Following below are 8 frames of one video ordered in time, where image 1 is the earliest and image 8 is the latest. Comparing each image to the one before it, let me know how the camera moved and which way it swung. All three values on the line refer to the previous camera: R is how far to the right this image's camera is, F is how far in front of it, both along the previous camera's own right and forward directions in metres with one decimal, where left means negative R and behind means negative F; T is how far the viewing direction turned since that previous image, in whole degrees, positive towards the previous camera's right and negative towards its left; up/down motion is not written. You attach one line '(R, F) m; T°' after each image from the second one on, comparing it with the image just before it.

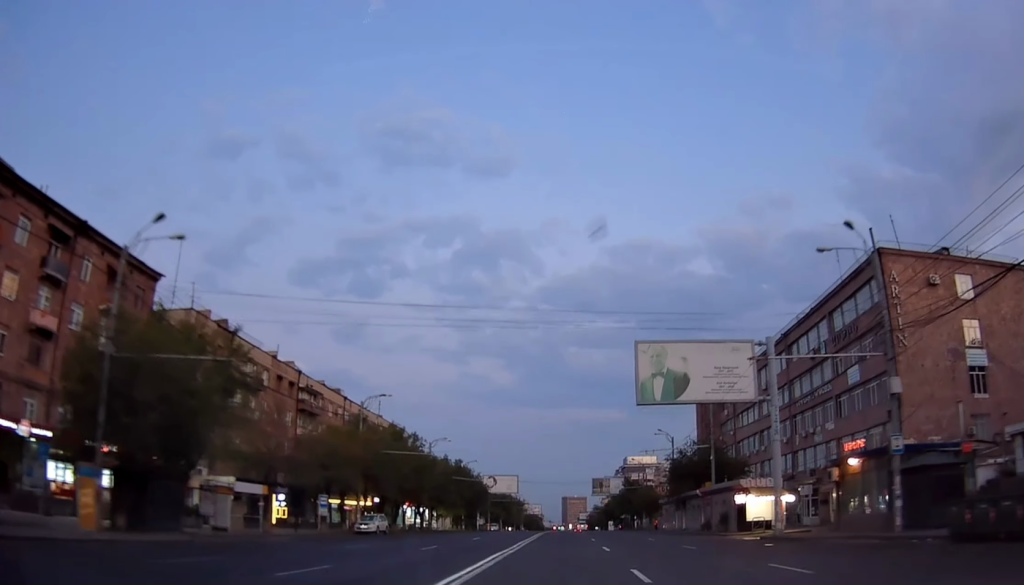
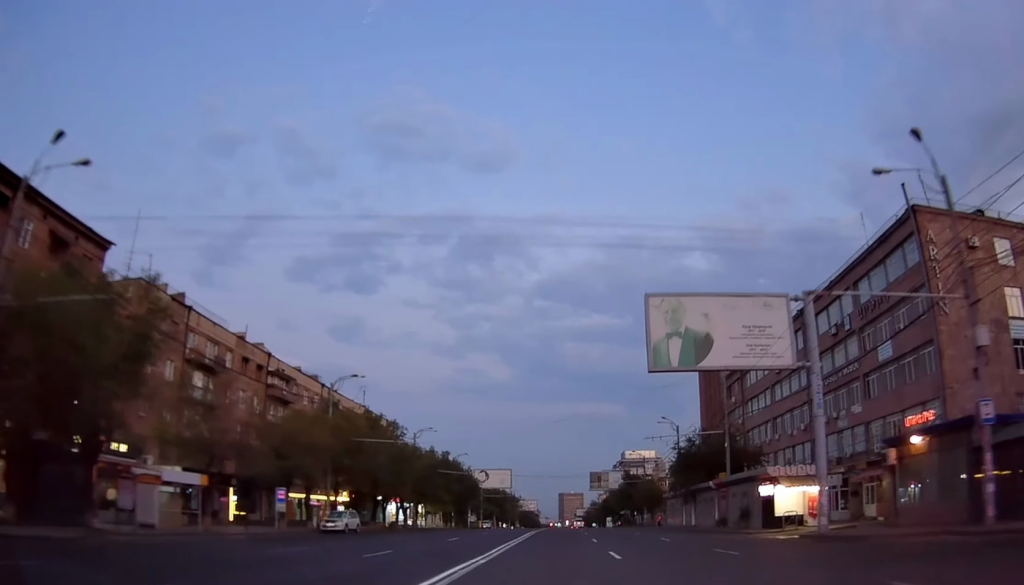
(+0.1, +6.8) m; 0°
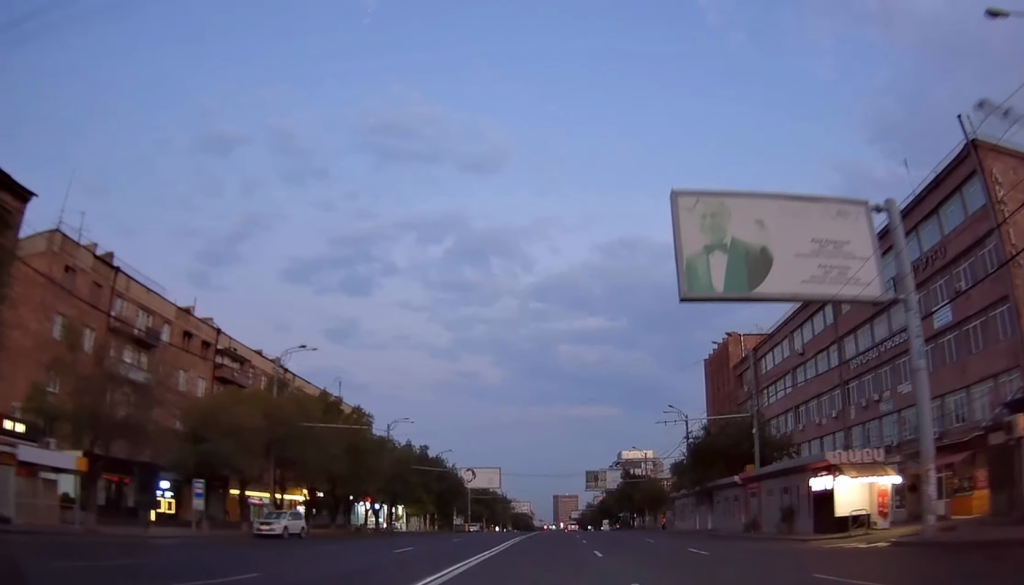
(+0.3, +9.5) m; 0°
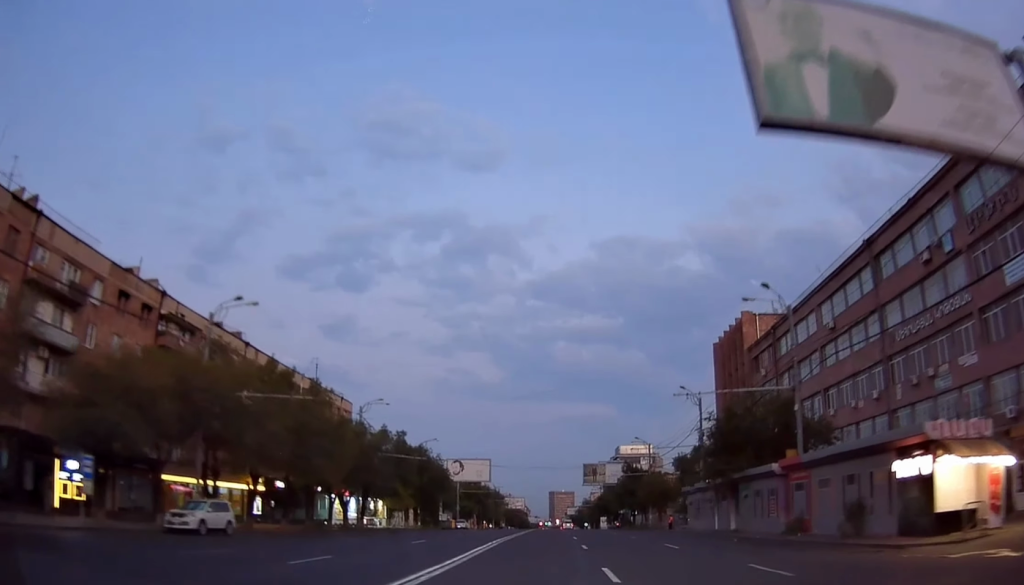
(-0.1, +8.6) m; 0°
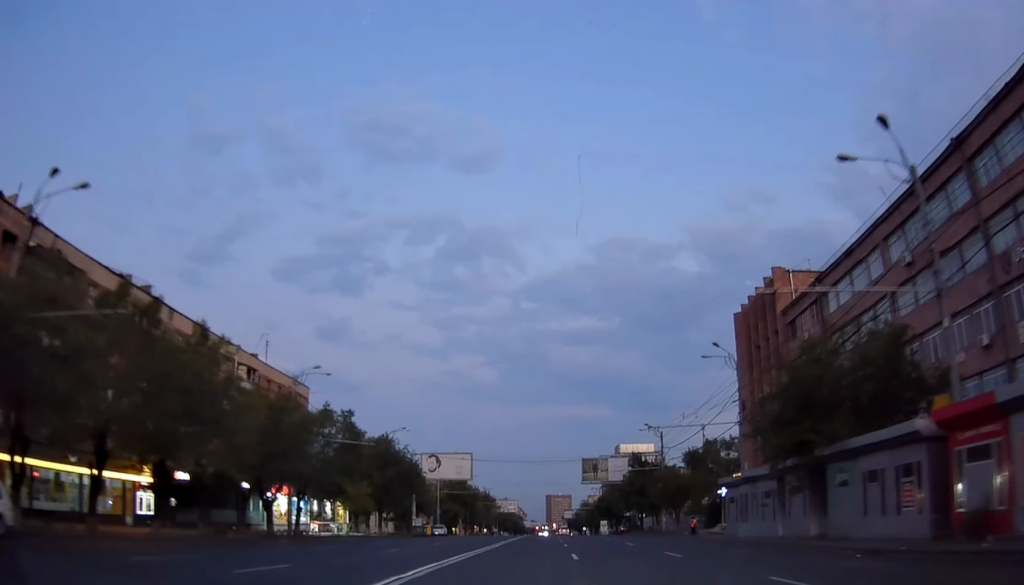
(-0.2, +15.4) m; +1°
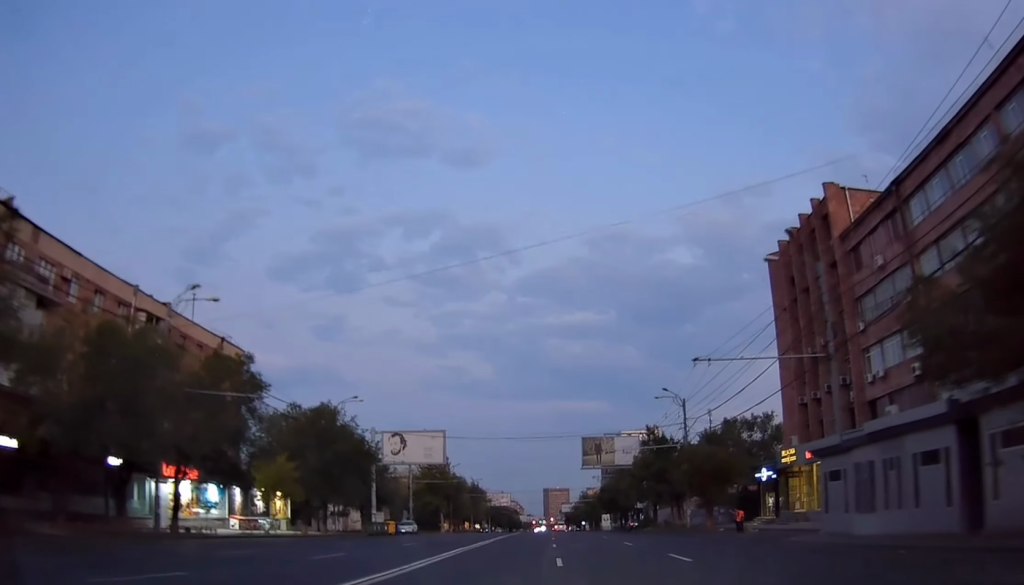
(+0.4, +16.6) m; +1°
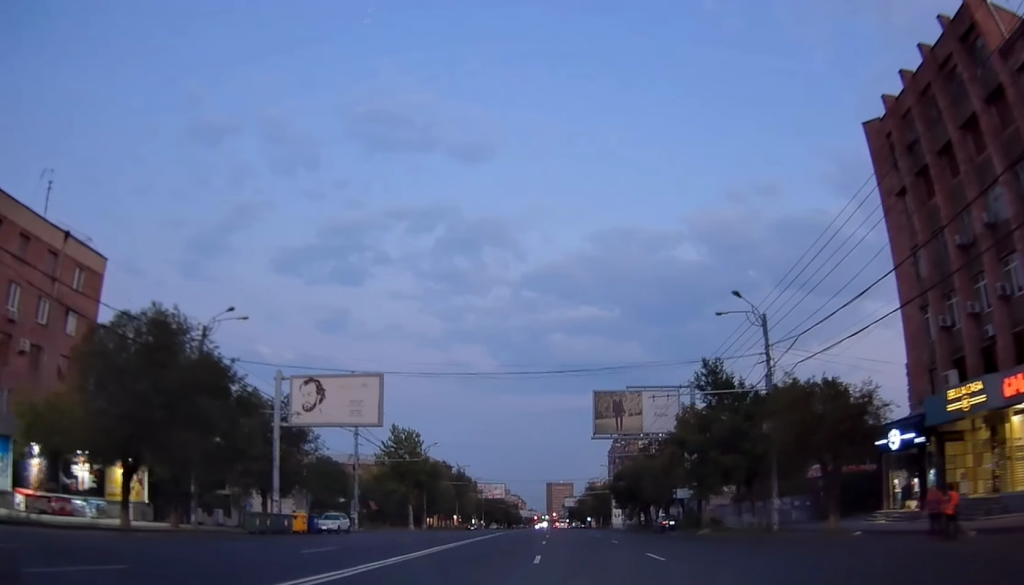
(-0.6, +24.2) m; -3°
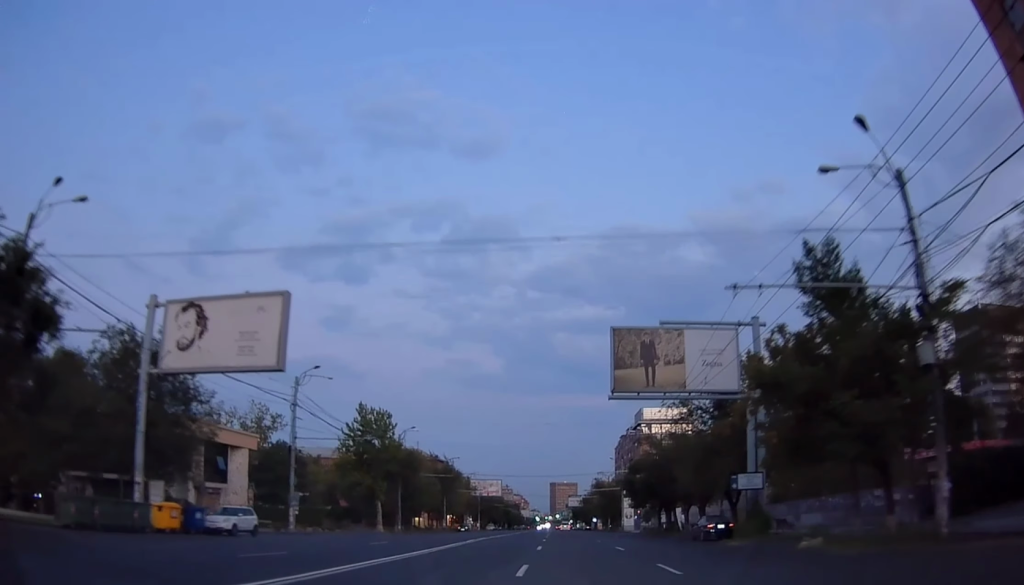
(-0.1, +16.1) m; +1°
